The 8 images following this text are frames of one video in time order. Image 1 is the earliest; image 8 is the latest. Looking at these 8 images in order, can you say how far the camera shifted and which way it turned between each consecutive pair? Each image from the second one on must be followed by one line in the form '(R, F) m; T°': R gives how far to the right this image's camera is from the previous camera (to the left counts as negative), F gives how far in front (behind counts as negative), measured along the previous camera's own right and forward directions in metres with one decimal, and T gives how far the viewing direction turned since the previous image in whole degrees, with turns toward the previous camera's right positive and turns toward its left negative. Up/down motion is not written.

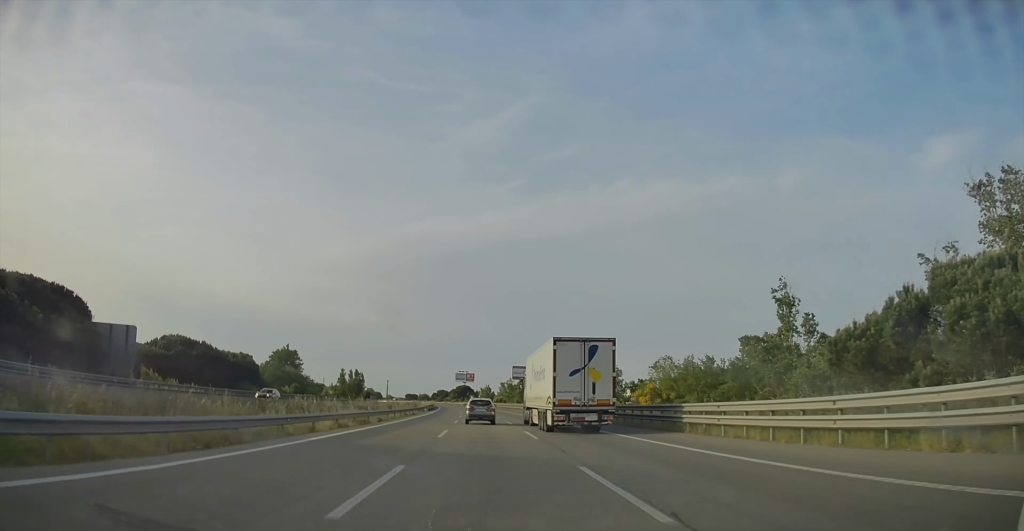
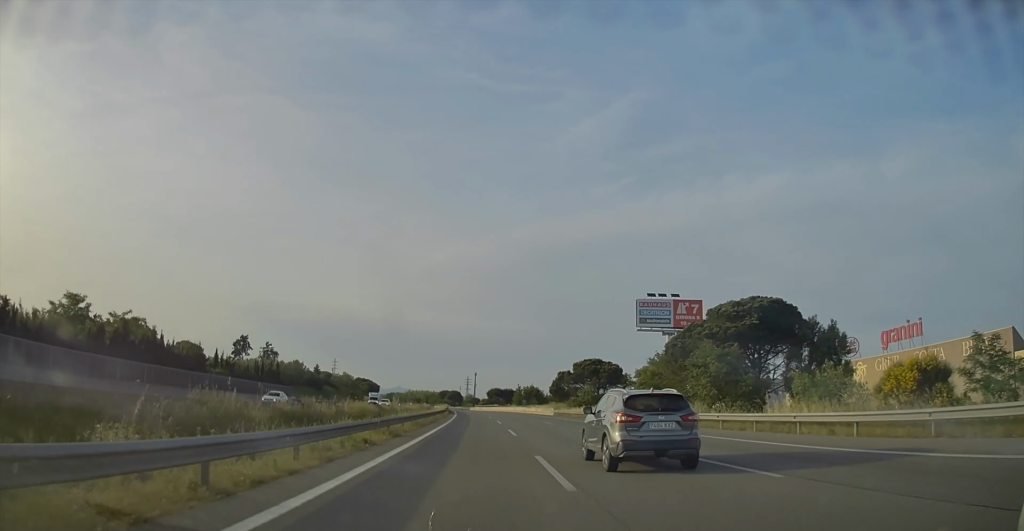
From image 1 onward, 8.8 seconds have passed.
(-29.1, +302.9) m; -10°
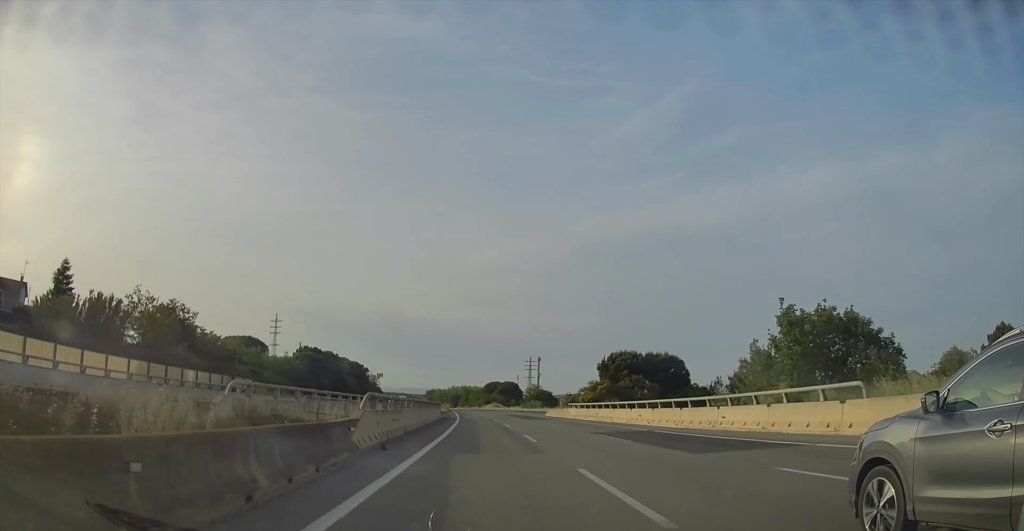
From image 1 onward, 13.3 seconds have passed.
(-9.7, +154.4) m; -4°
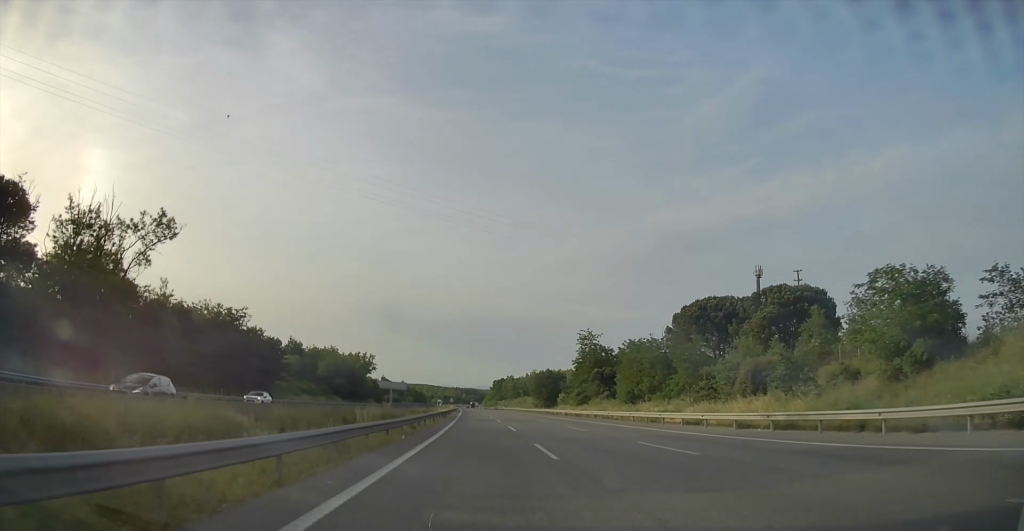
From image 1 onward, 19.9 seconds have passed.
(-11.1, +228.5) m; -4°
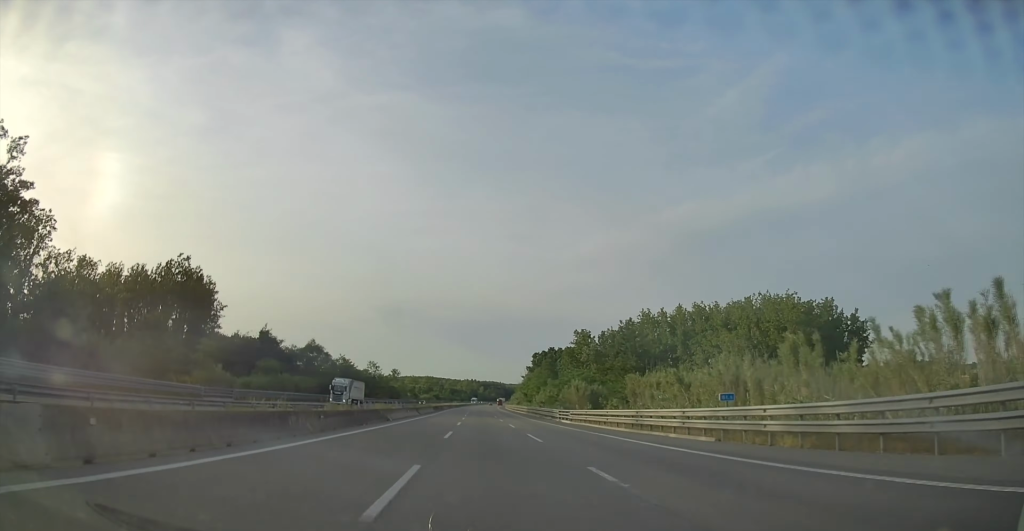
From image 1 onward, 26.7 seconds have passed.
(-5.9, +233.2) m; -1°
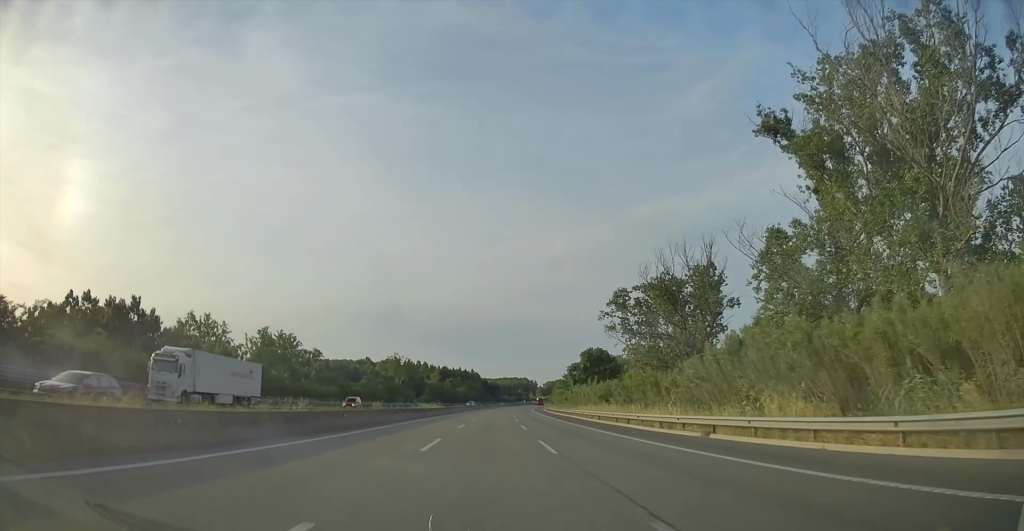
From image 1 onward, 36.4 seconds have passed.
(+8.2, +330.4) m; +5°
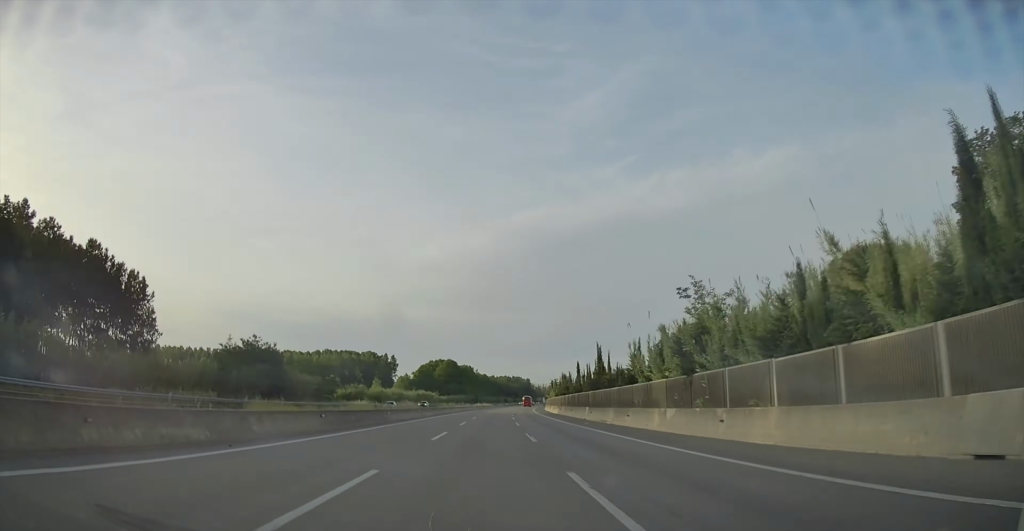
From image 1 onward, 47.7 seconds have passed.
(+31.5, +387.6) m; +11°
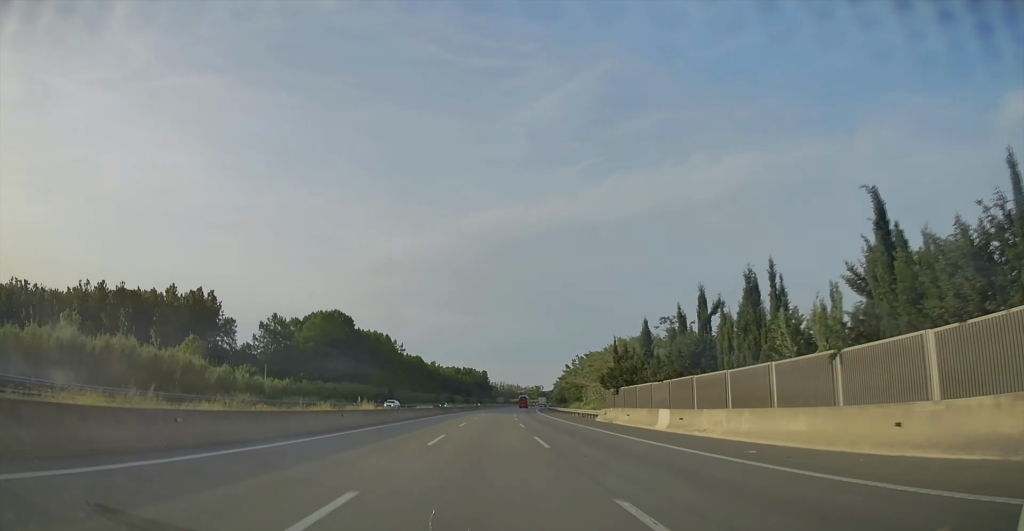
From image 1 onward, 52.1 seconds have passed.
(+10.4, +158.1) m; +5°
